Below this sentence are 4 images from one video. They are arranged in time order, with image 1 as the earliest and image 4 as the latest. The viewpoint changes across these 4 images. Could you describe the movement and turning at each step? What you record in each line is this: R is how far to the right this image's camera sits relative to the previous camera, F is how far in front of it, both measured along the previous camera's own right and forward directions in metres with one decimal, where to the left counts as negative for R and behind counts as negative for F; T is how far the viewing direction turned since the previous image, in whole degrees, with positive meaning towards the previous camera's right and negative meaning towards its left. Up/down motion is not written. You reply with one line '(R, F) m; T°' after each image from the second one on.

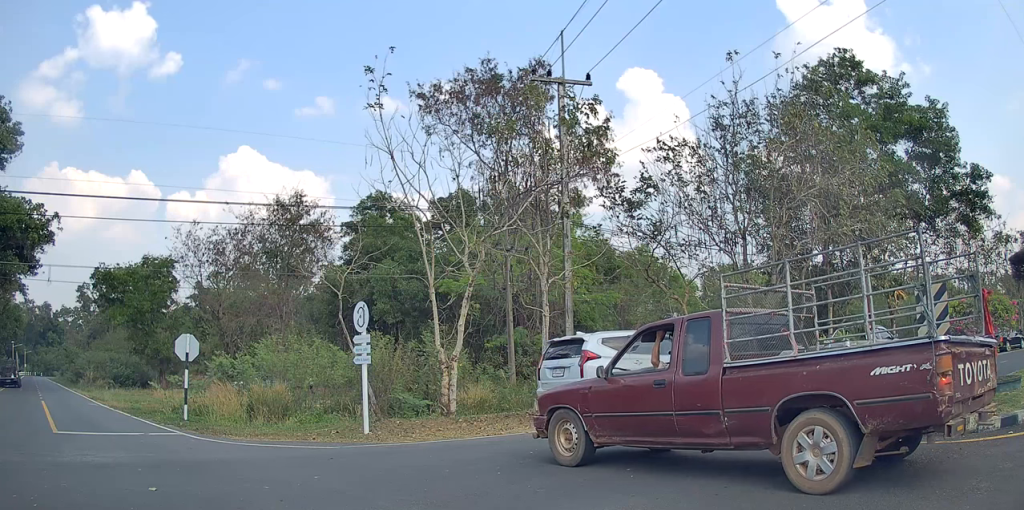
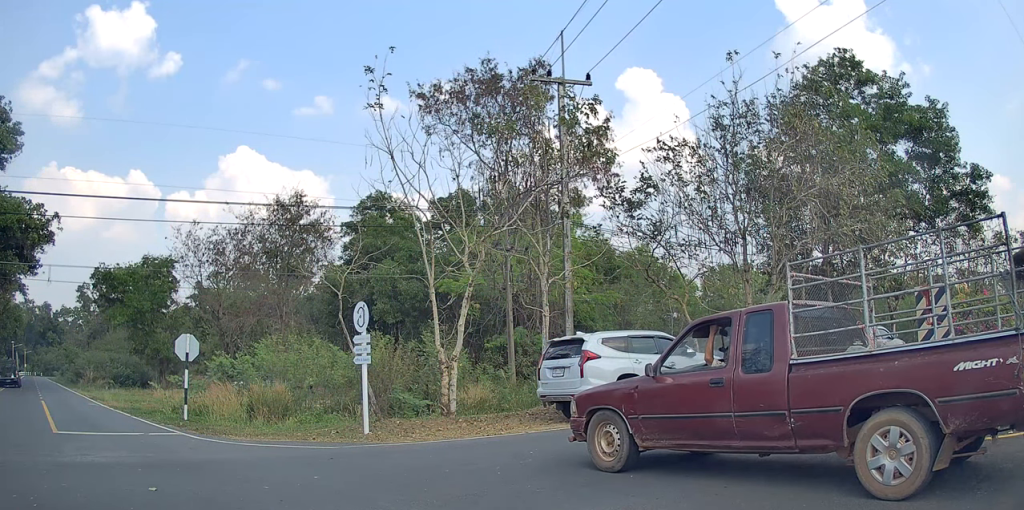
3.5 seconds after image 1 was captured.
(+0.2, +0.4) m; 0°
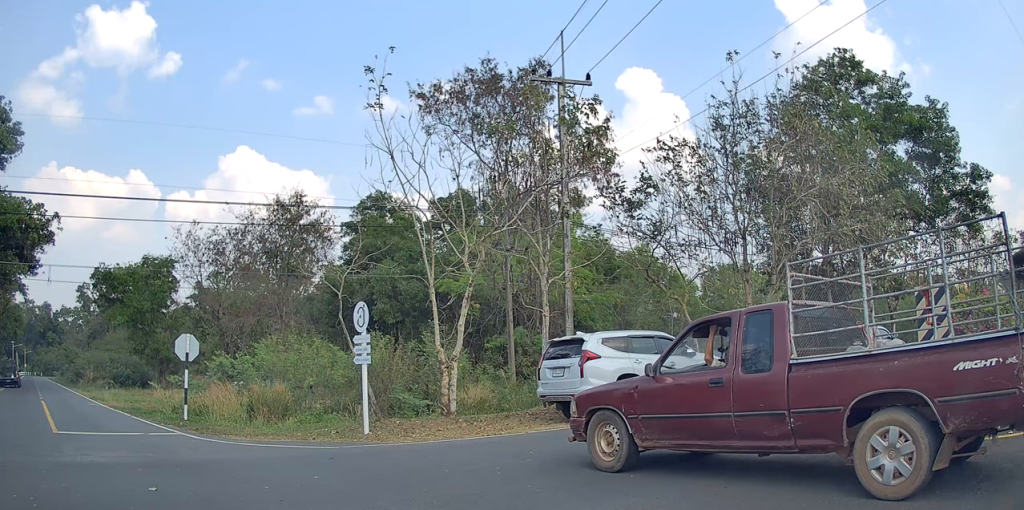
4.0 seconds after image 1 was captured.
(0.0, 0.0) m; 0°
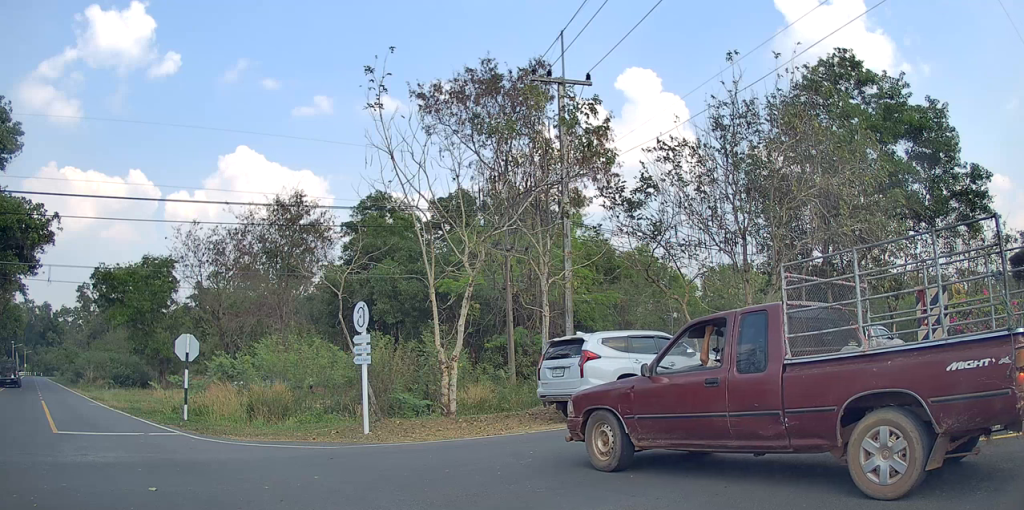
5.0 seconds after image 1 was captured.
(0.0, 0.0) m; 0°
